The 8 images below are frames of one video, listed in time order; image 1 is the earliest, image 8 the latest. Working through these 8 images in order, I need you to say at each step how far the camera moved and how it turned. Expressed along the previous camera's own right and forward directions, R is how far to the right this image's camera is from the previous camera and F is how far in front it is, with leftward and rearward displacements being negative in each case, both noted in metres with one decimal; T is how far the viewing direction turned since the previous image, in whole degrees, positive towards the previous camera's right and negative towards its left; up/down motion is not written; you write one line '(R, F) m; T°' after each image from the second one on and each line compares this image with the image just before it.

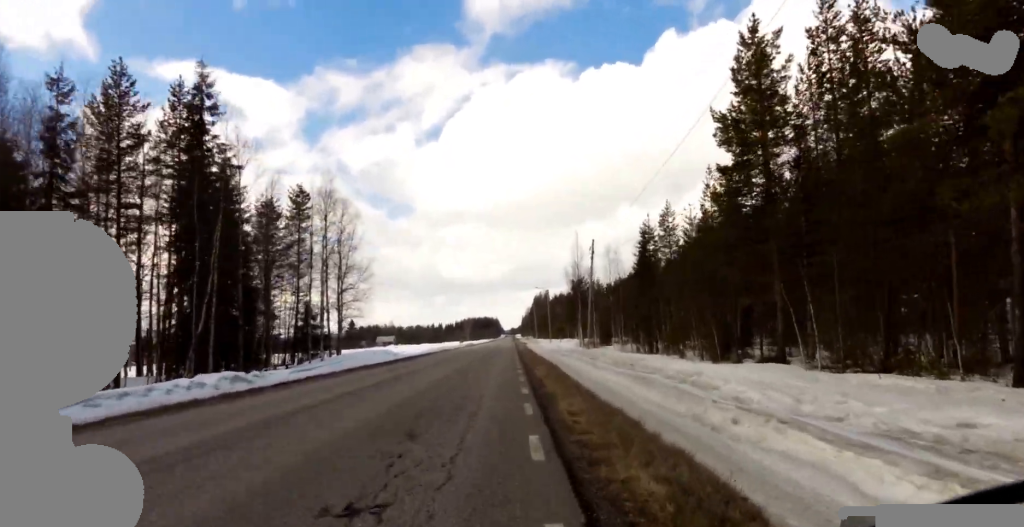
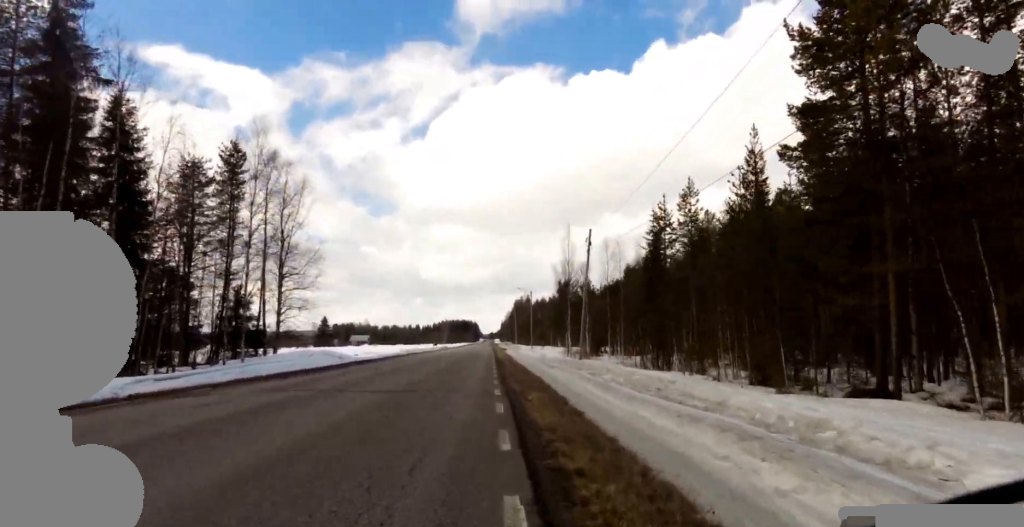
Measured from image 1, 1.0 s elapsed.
(0.0, +8.3) m; +1°
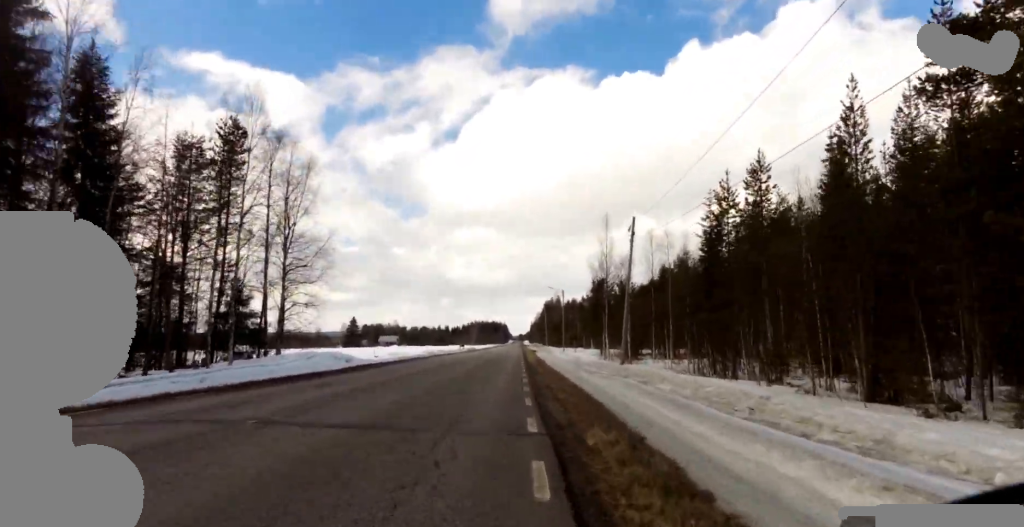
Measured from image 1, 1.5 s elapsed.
(+0.1, +4.8) m; +1°
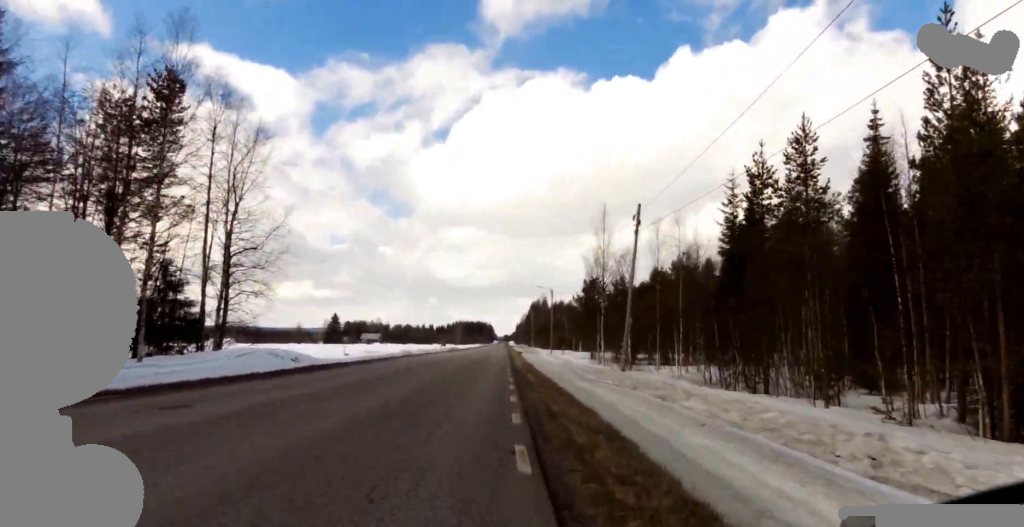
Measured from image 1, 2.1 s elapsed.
(+0.1, +5.0) m; +1°
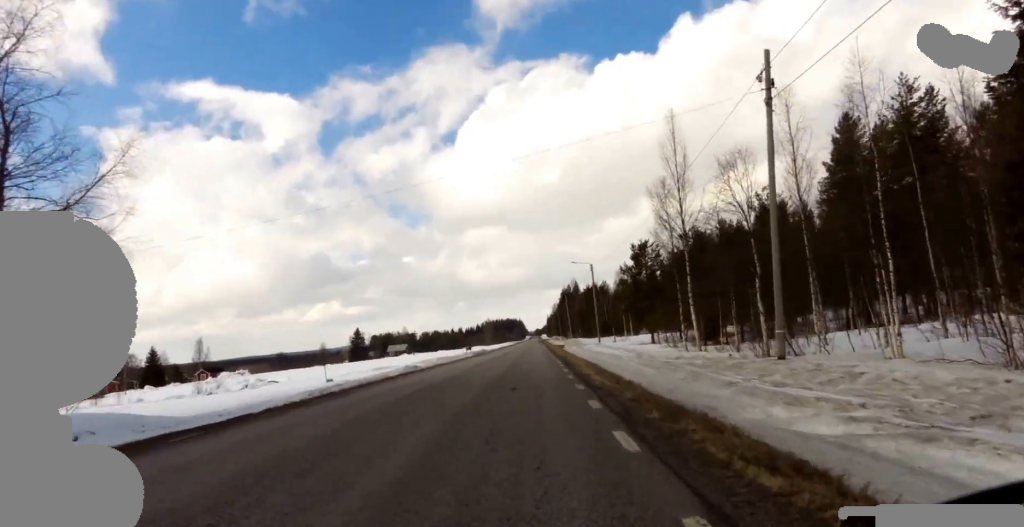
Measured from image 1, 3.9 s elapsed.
(-0.3, +14.5) m; -2°
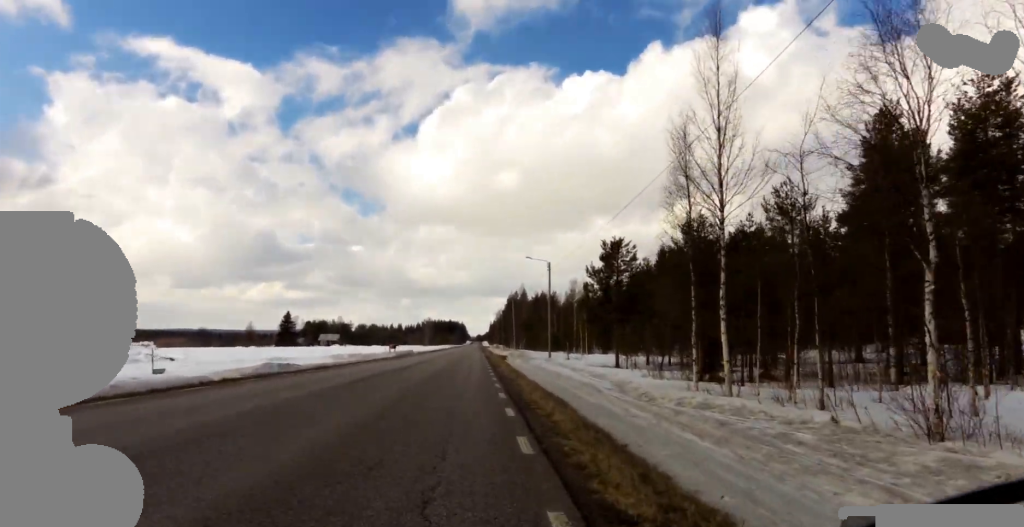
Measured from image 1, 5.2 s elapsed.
(-0.1, +11.6) m; +1°
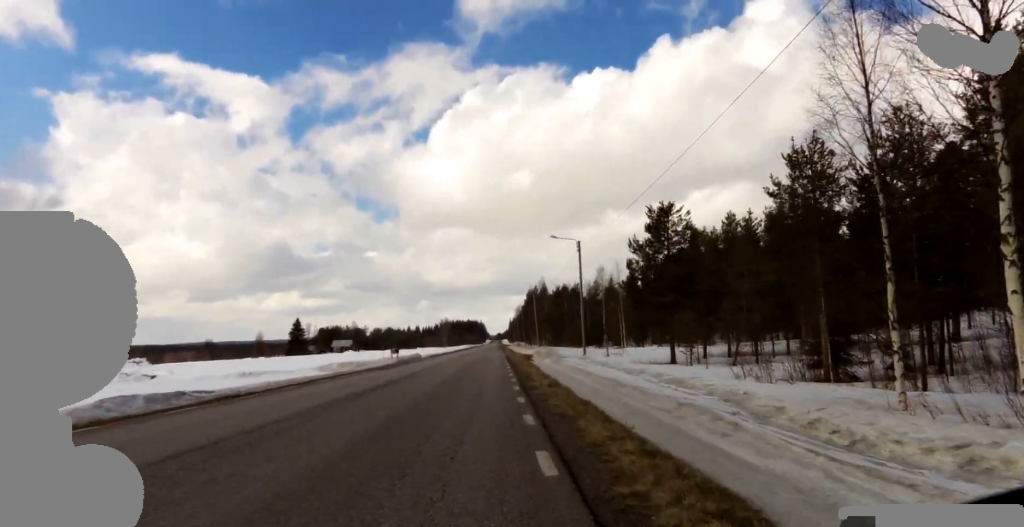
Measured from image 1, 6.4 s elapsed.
(+0.1, +9.8) m; 0°
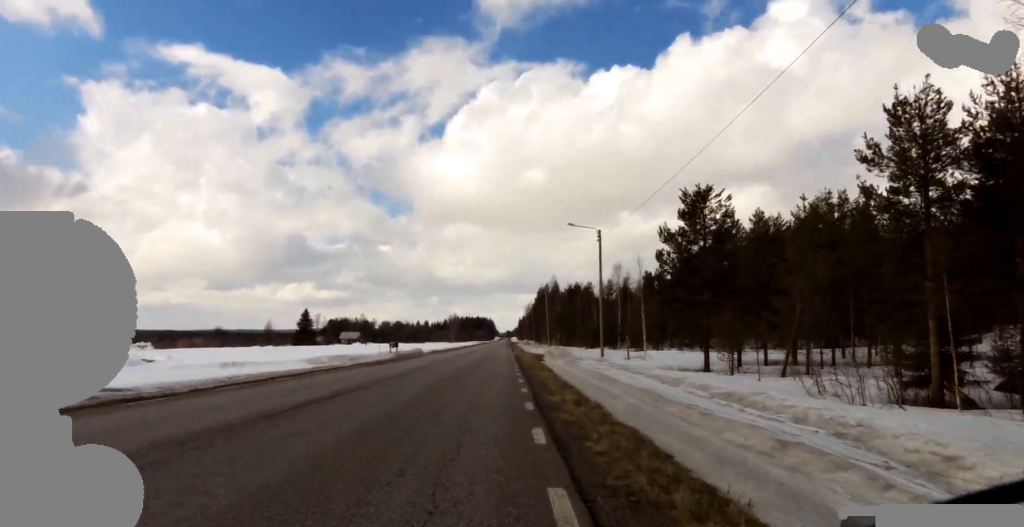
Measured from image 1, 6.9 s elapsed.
(-0.1, +4.5) m; 0°
